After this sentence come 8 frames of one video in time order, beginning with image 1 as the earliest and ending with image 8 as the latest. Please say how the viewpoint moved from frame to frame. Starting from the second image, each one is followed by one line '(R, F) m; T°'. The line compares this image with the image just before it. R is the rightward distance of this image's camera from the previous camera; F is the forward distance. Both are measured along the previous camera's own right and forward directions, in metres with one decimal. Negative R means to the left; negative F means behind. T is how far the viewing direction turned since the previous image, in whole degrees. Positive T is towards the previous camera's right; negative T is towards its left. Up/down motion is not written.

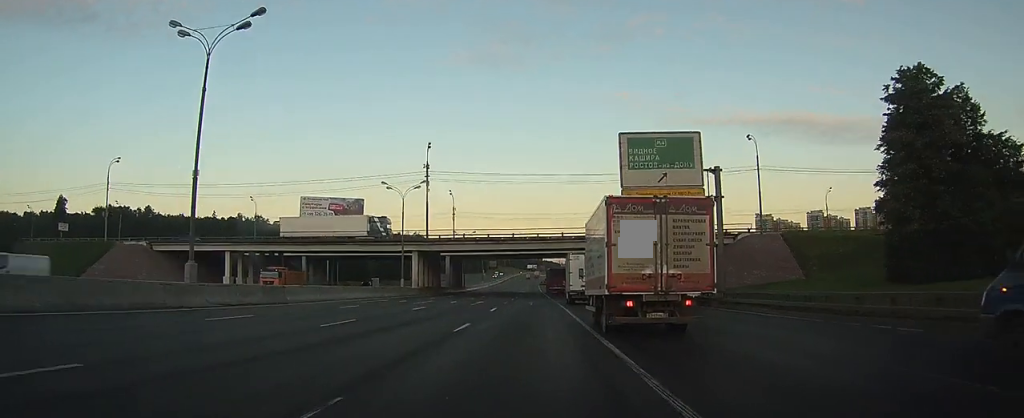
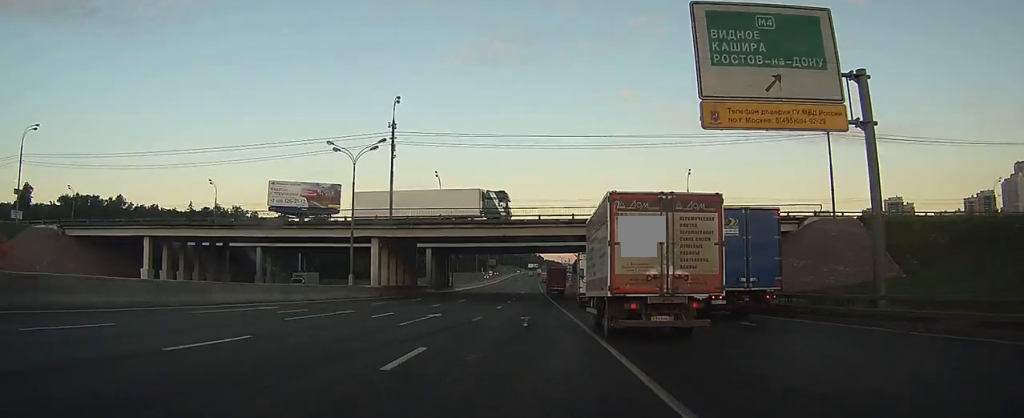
(0.0, +19.8) m; 0°
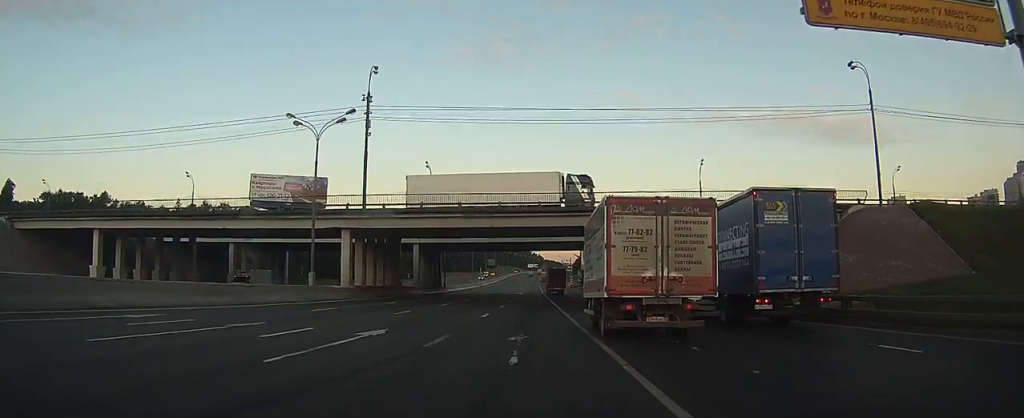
(0.0, +9.0) m; +1°
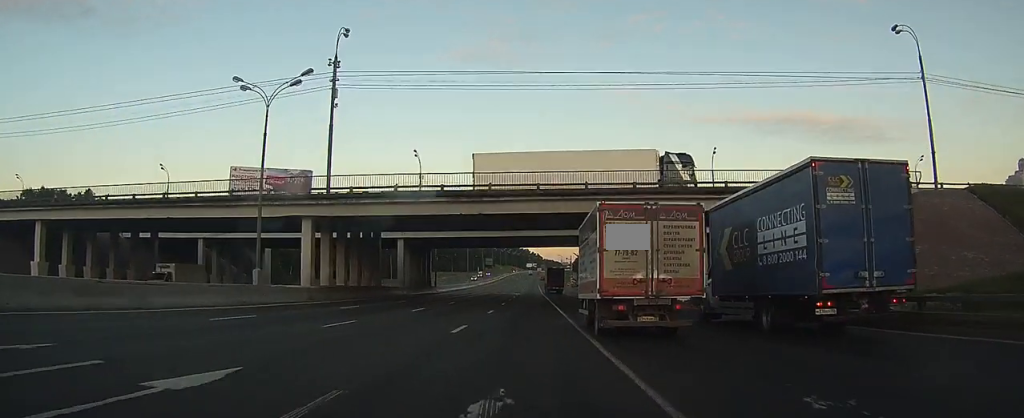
(+0.1, +8.3) m; +1°
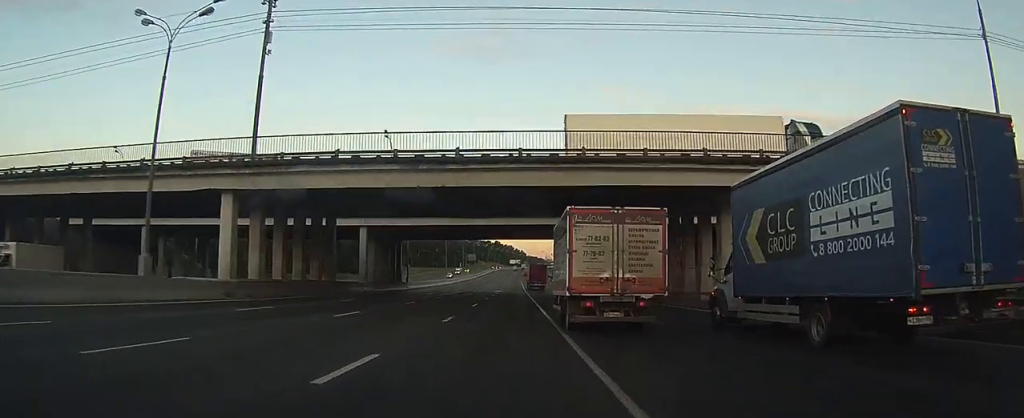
(0.0, +9.1) m; +1°
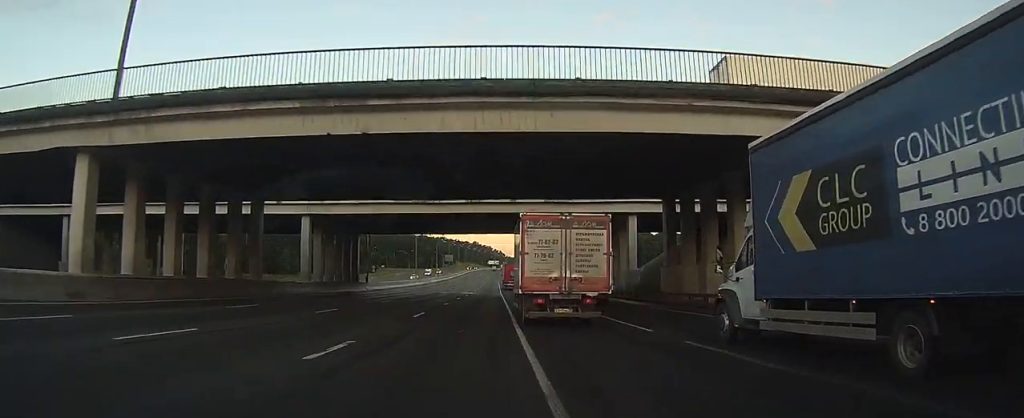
(+0.1, +9.8) m; +1°
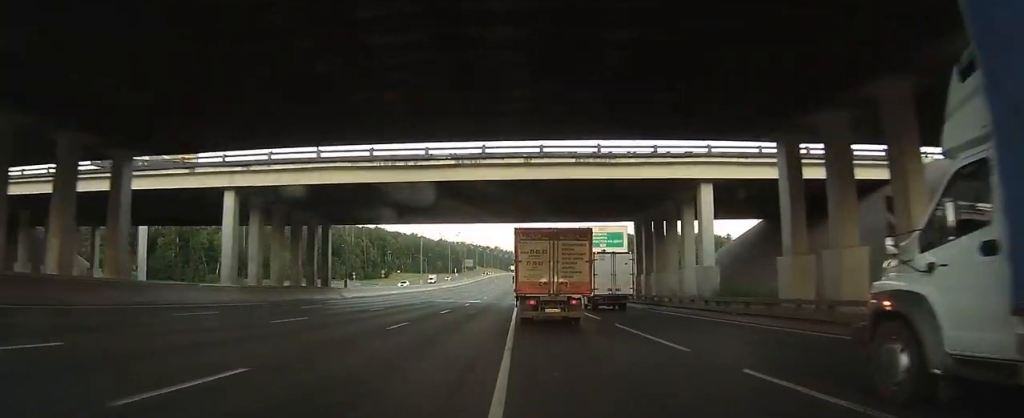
(+0.3, +15.3) m; +2°
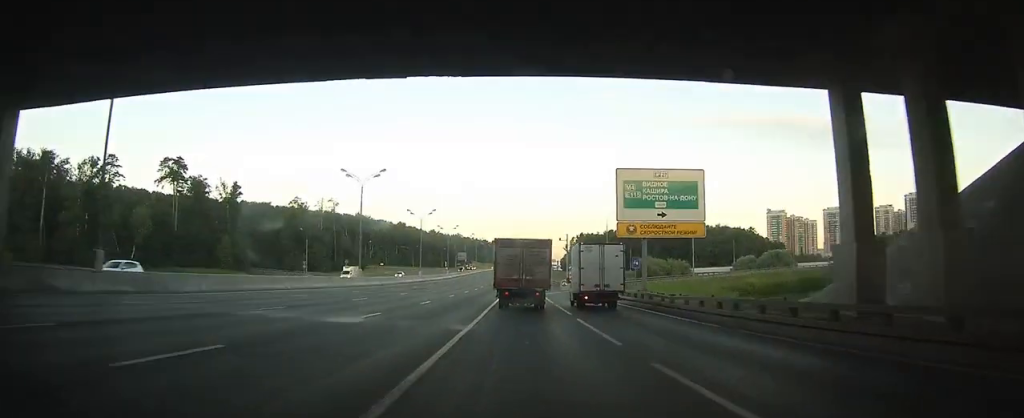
(+0.1, +31.0) m; +1°
